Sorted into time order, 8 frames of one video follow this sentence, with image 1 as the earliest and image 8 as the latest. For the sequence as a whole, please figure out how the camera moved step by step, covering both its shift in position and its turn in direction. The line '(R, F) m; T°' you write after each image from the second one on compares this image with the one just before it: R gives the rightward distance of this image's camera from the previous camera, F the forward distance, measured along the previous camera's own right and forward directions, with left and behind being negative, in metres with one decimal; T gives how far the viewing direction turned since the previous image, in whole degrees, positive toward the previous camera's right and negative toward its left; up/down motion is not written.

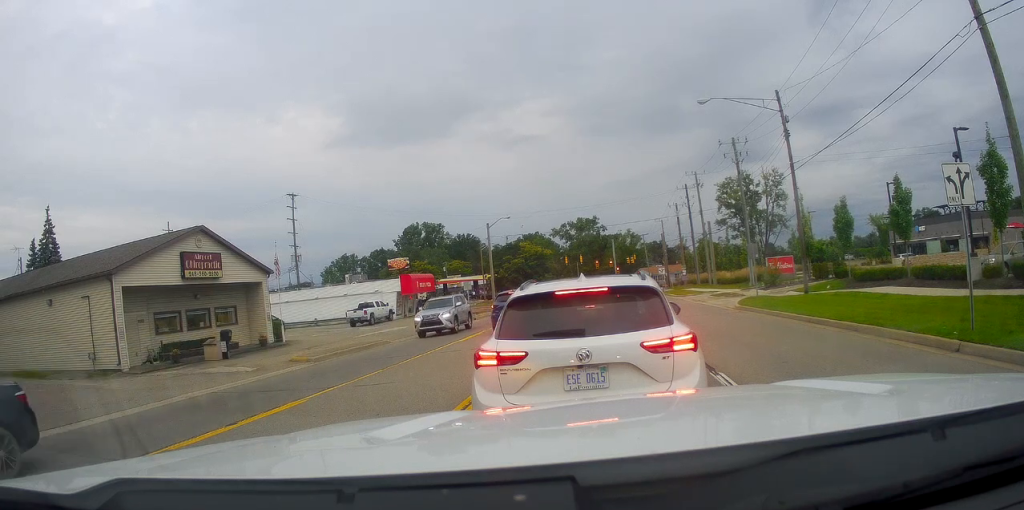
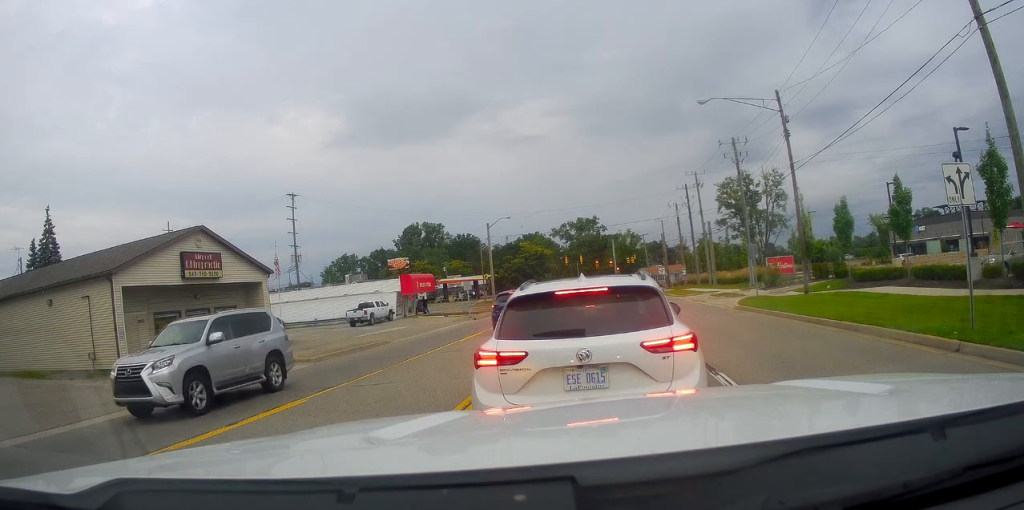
(0.0, 0.0) m; 0°
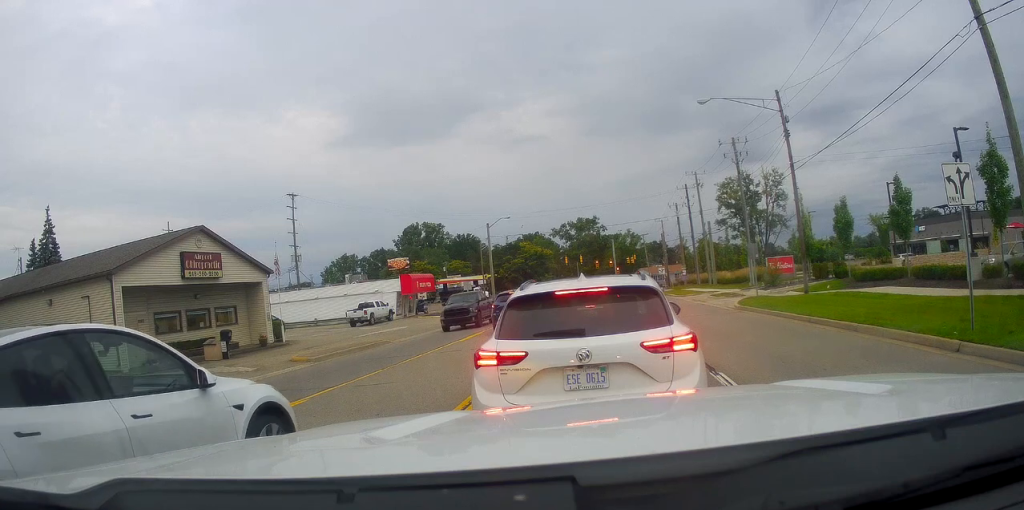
(0.0, 0.0) m; 0°
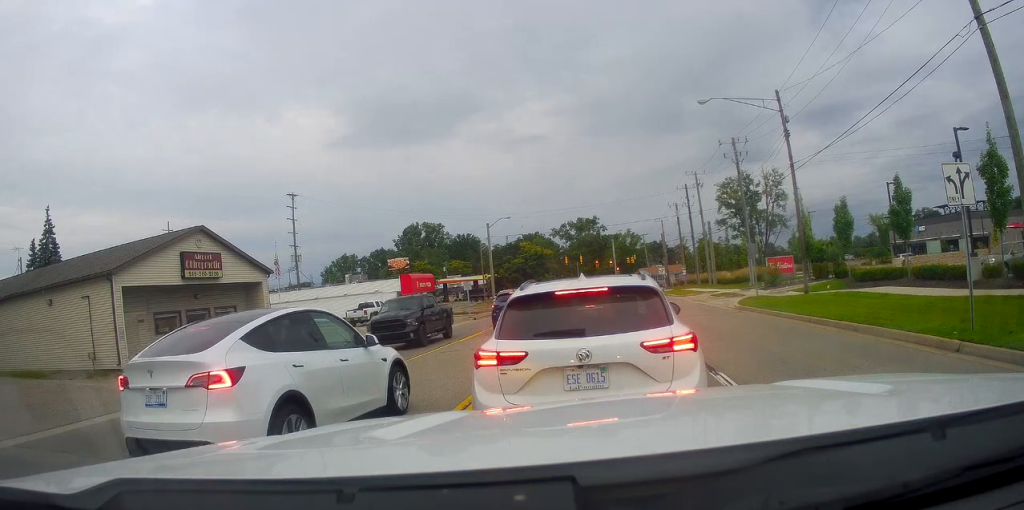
(0.0, 0.0) m; 0°
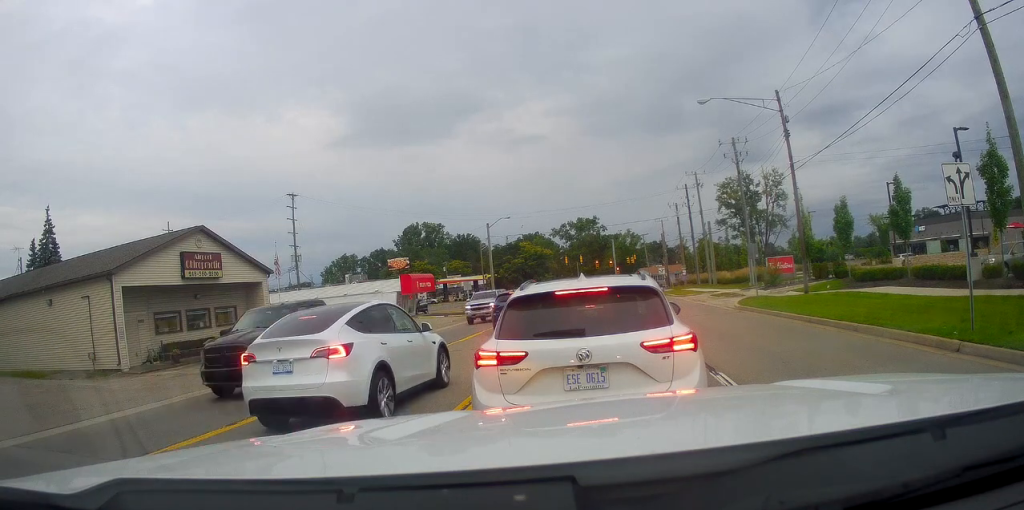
(0.0, 0.0) m; 0°
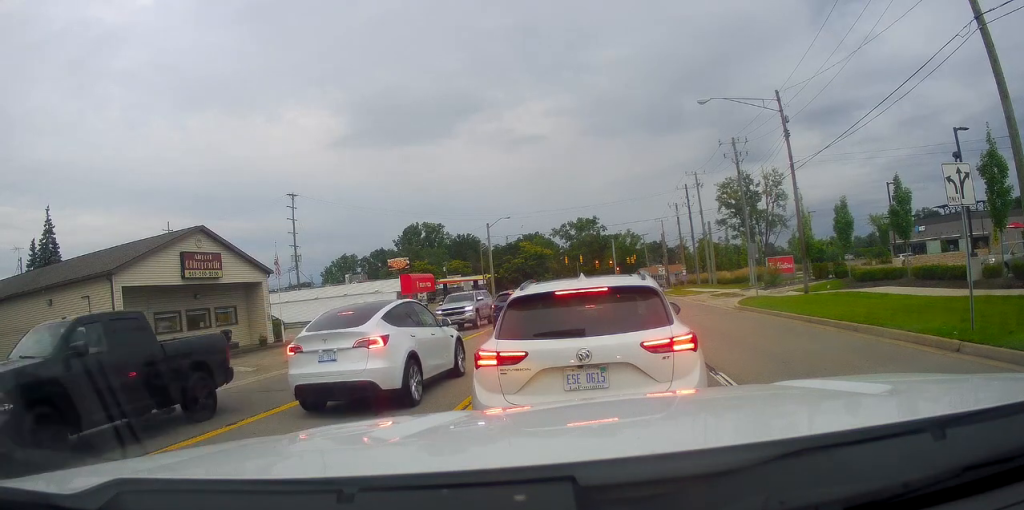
(0.0, 0.0) m; 0°
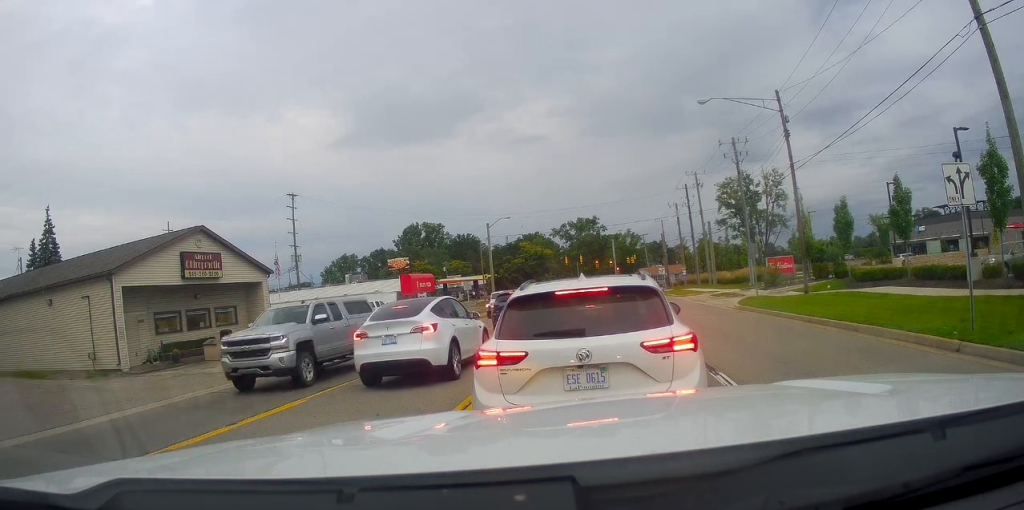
(0.0, 0.0) m; 0°
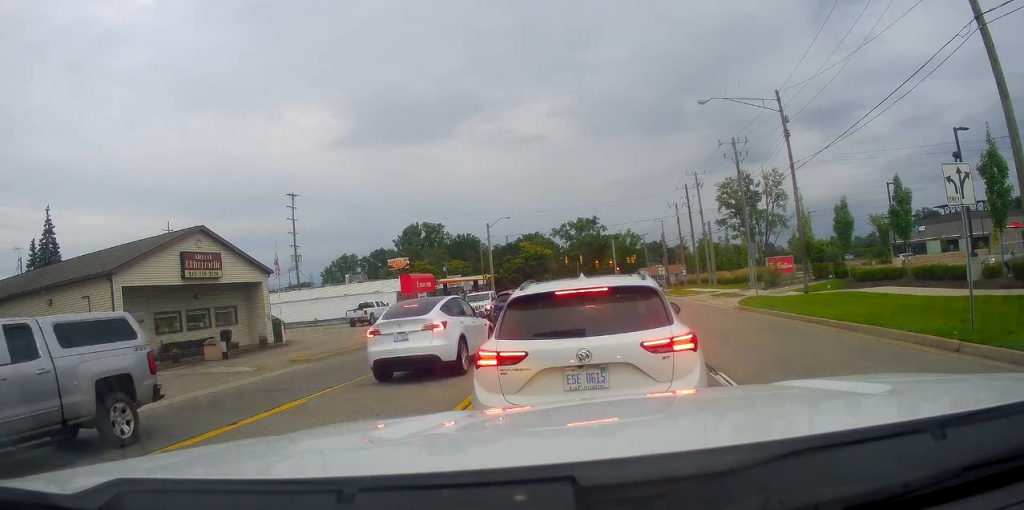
(0.0, 0.0) m; 0°
